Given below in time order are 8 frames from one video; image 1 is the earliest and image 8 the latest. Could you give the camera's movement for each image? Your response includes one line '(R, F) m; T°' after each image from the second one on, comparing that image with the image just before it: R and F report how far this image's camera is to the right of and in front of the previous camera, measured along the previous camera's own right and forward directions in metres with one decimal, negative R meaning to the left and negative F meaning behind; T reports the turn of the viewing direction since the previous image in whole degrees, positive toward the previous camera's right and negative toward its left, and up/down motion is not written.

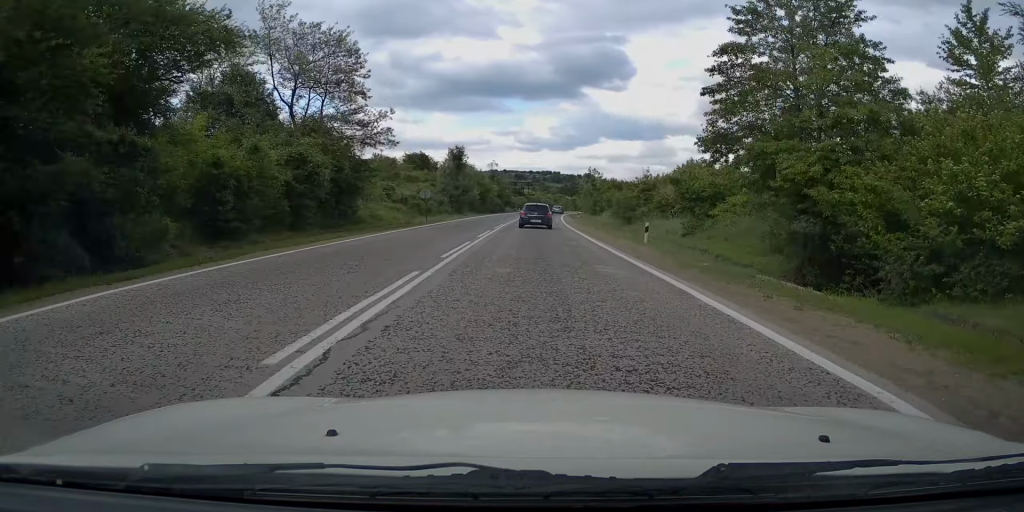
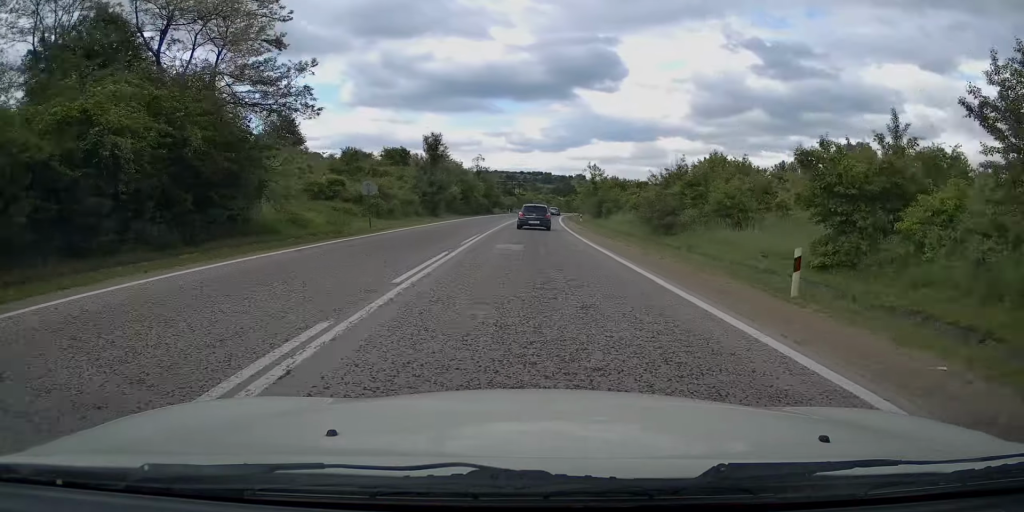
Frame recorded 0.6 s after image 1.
(+0.1, +13.3) m; +1°
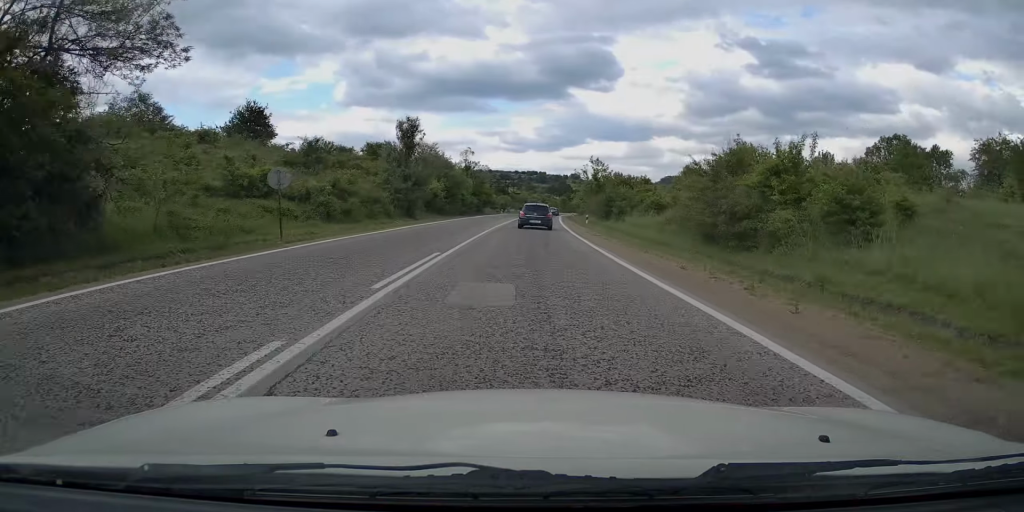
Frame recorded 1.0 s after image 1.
(+0.2, +10.1) m; 0°
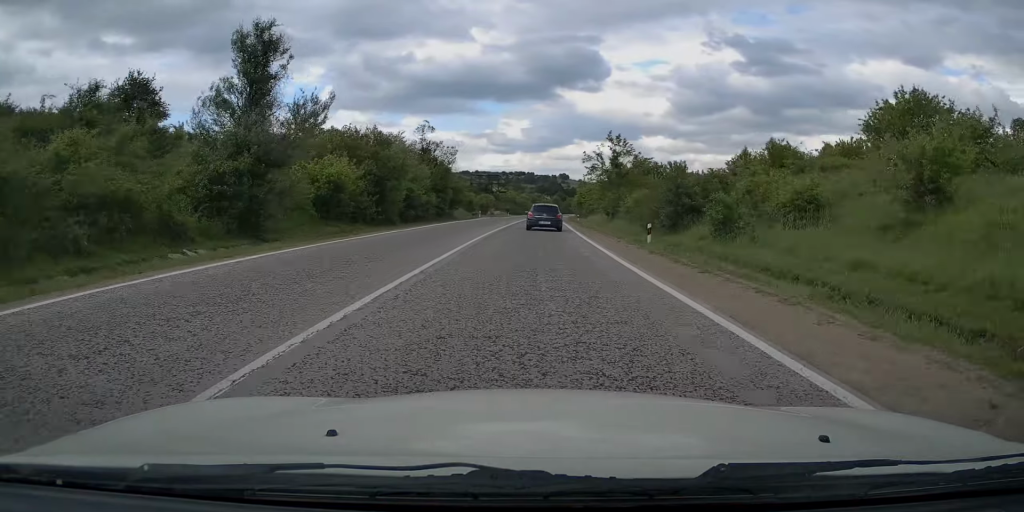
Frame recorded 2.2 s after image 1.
(+0.1, +27.3) m; 0°
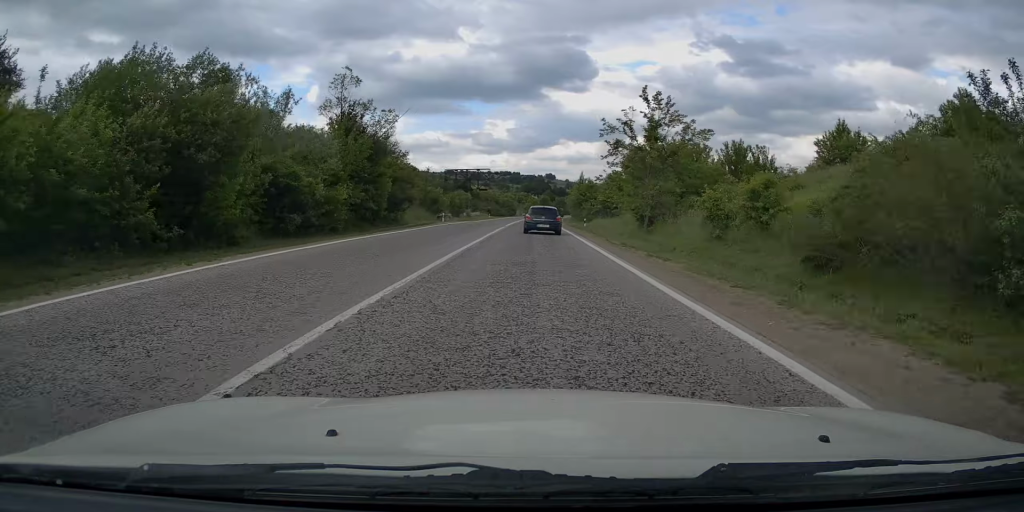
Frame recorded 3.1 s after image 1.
(0.0, +21.9) m; +1°
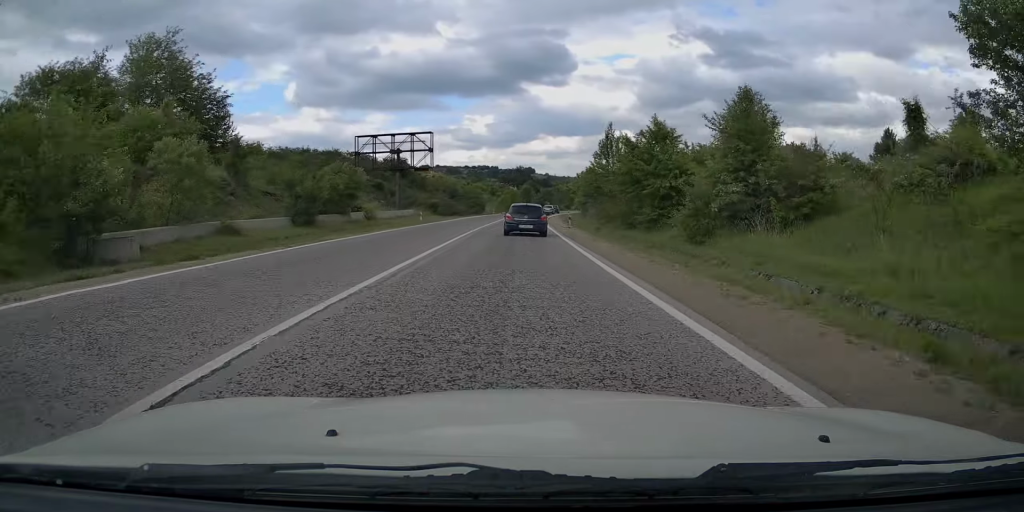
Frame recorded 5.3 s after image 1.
(+1.0, +50.7) m; +3°
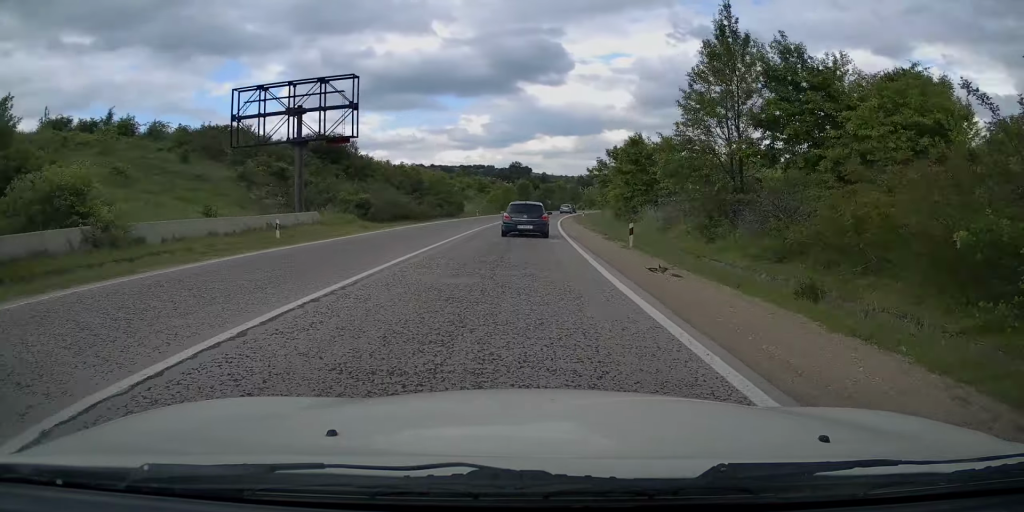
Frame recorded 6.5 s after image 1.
(+0.5, +28.9) m; +1°
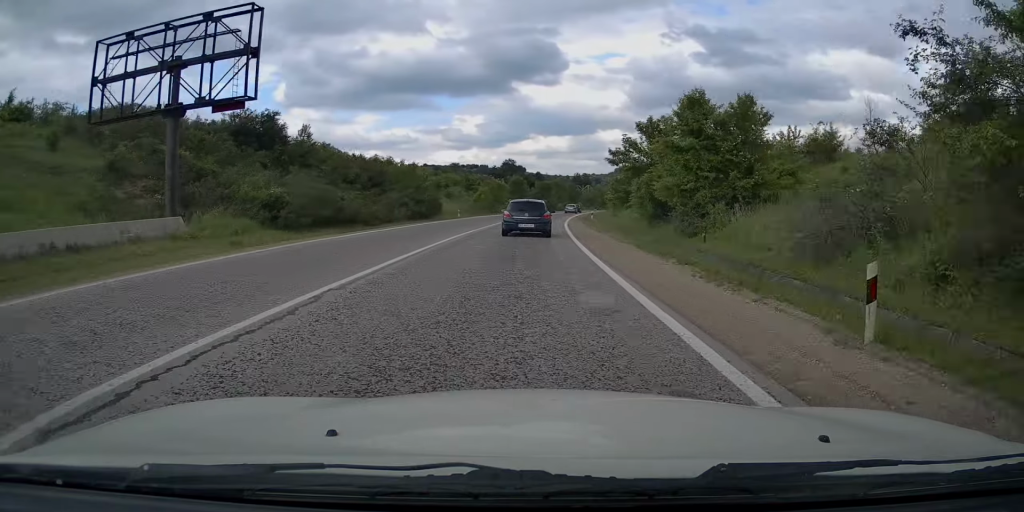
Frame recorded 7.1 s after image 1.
(0.0, +14.0) m; 0°
